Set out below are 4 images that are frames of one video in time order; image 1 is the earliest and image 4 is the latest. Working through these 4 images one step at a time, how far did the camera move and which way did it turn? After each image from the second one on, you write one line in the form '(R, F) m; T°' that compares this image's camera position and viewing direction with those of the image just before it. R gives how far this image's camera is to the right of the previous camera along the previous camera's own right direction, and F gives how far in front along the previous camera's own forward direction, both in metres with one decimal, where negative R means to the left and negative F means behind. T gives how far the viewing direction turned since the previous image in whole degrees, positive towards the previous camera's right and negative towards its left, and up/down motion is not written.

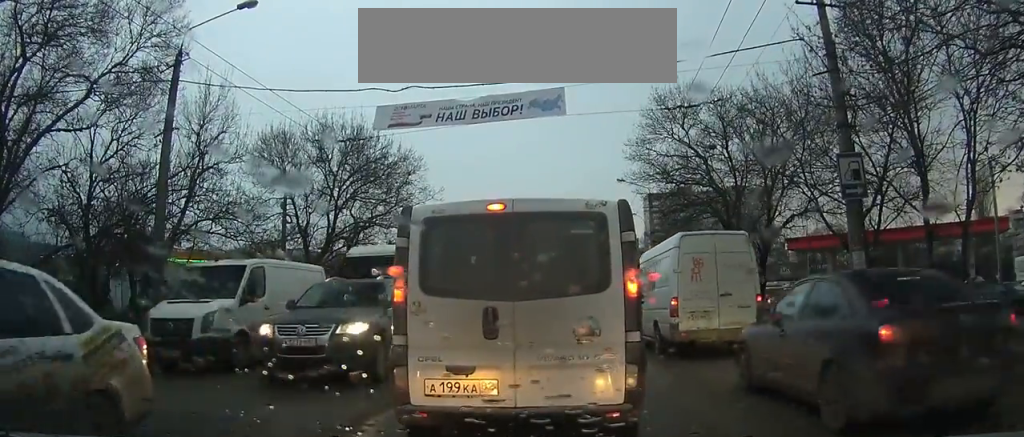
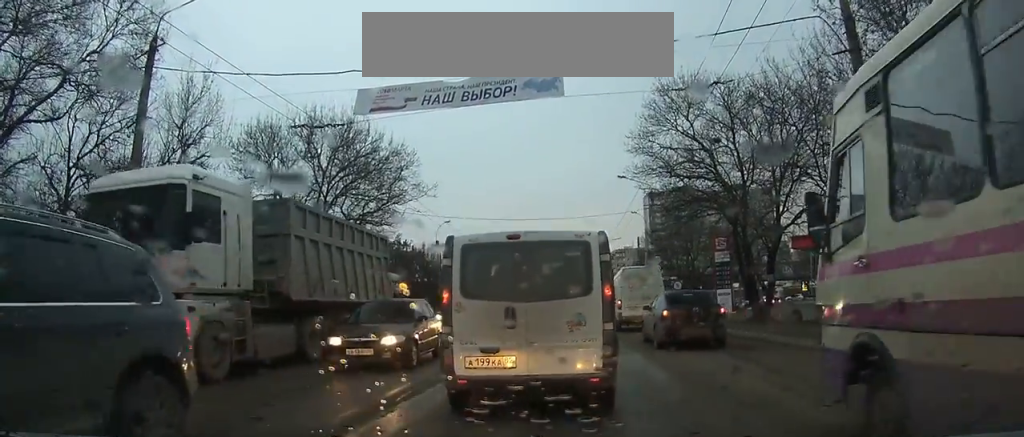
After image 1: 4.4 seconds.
(0.0, +3.5) m; -2°
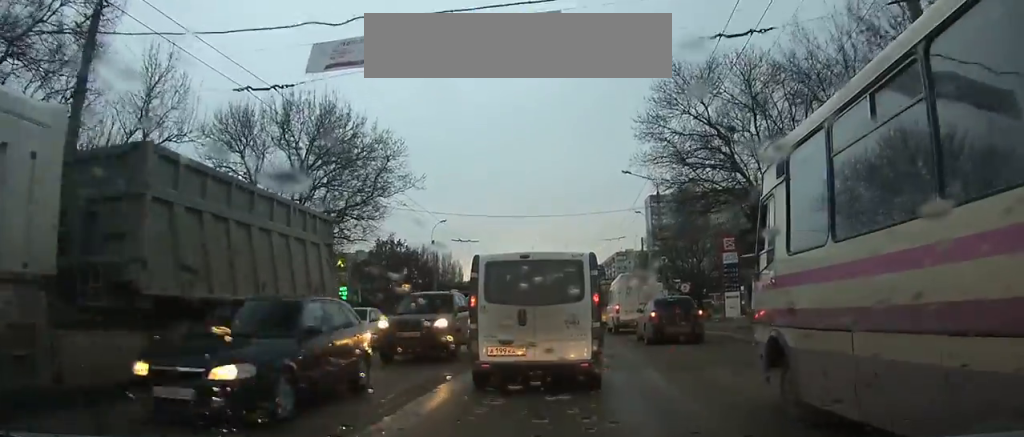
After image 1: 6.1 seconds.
(0.0, +2.1) m; -1°
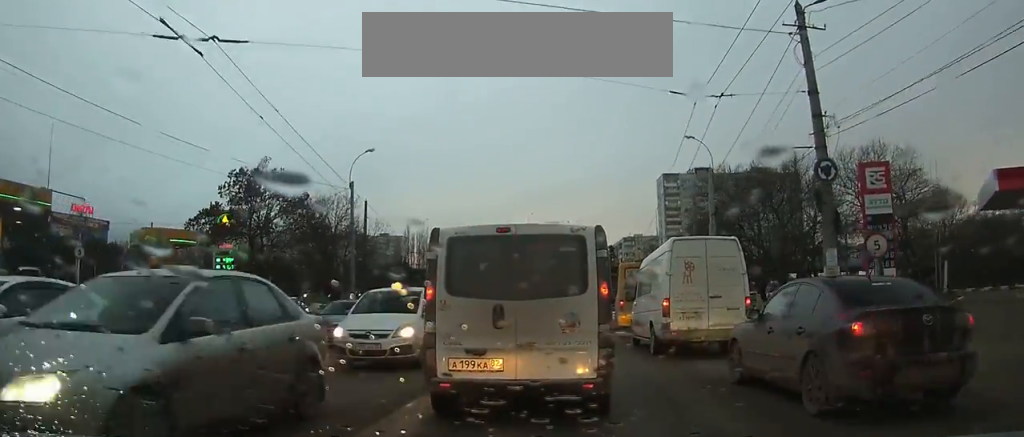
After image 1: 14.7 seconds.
(0.0, +17.7) m; 0°
